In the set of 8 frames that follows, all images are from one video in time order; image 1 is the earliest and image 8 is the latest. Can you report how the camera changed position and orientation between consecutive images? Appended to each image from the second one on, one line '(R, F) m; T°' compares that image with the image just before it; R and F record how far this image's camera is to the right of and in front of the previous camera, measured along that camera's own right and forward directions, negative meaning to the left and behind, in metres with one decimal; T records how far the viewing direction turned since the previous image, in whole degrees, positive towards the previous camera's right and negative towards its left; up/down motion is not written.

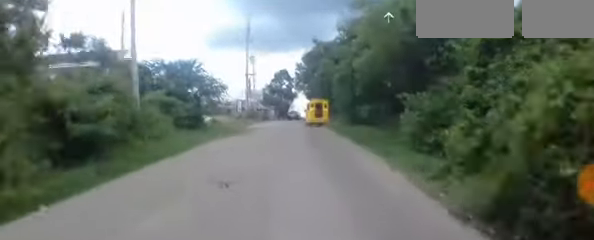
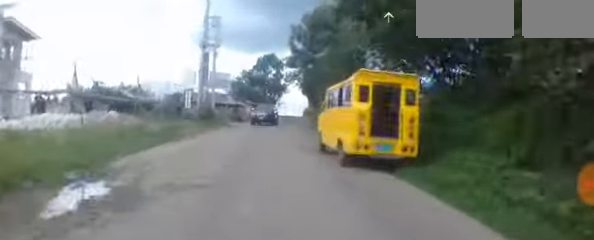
(-0.2, +18.3) m; 0°
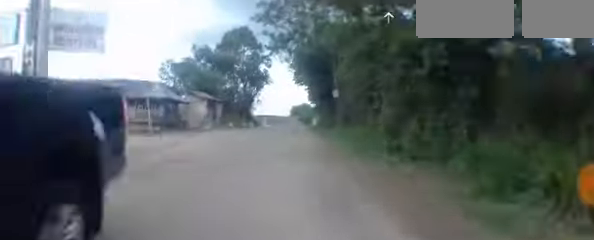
(+0.6, +15.4) m; +3°
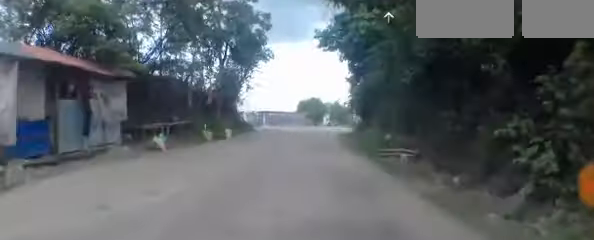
(+0.4, +14.1) m; +6°
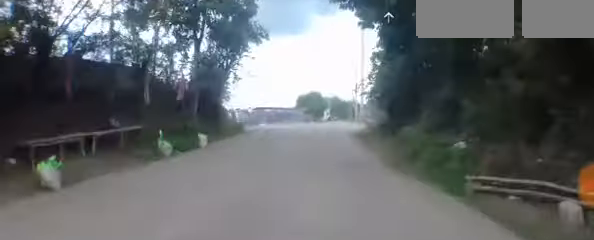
(+0.1, +4.4) m; +3°
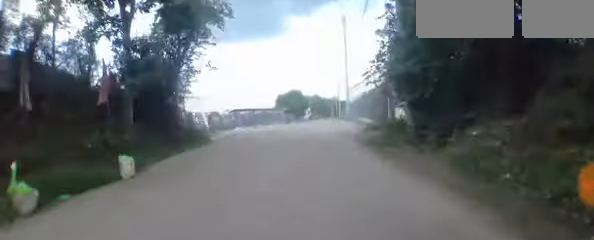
(+0.2, +4.3) m; +2°
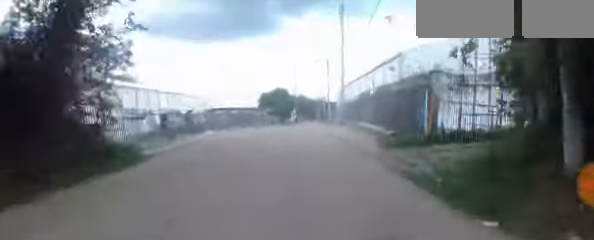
(+0.1, +5.6) m; +2°
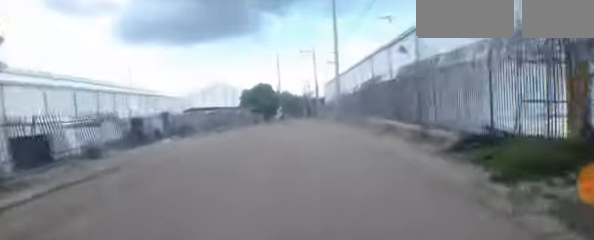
(+0.2, +6.3) m; 0°
